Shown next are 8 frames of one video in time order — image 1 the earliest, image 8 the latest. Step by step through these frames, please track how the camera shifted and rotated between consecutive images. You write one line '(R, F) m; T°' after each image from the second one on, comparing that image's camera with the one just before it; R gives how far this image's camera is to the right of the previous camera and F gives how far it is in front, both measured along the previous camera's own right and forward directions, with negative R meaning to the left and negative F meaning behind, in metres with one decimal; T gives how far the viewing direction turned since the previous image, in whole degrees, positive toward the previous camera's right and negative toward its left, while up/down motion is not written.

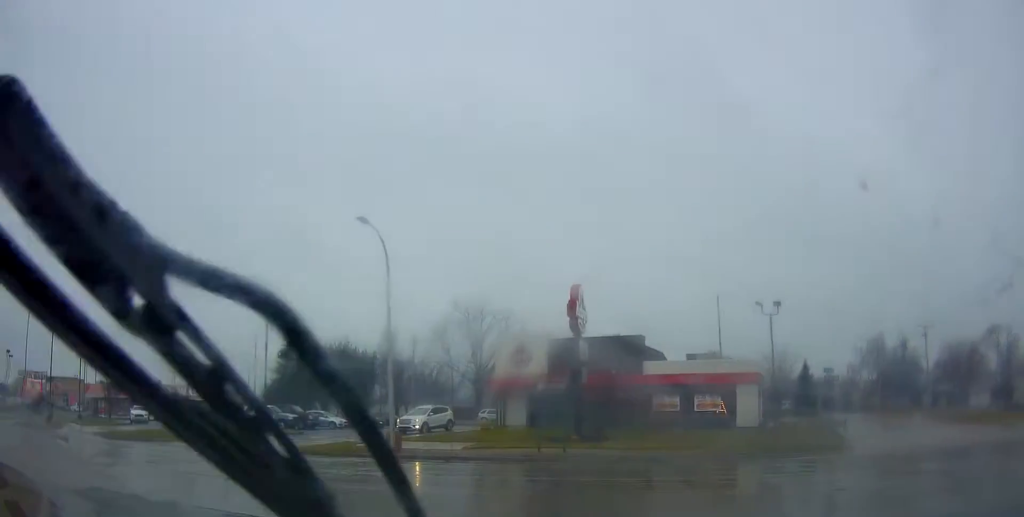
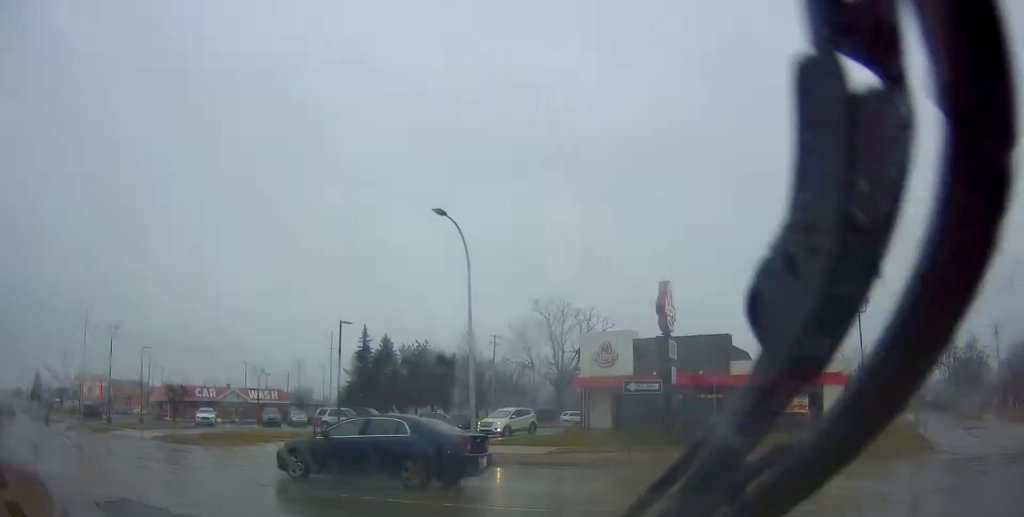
(+0.1, +1.5) m; -3°
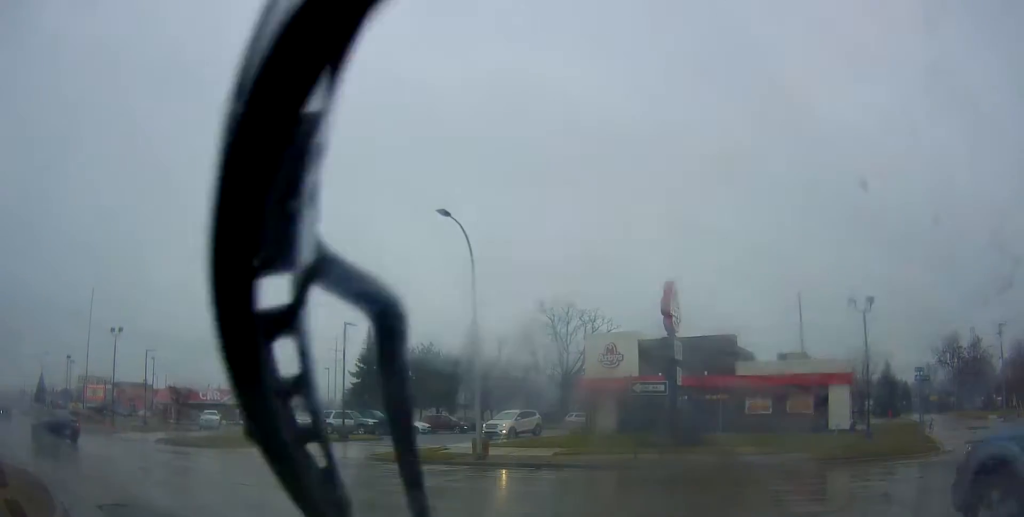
(0.0, +0.6) m; 0°
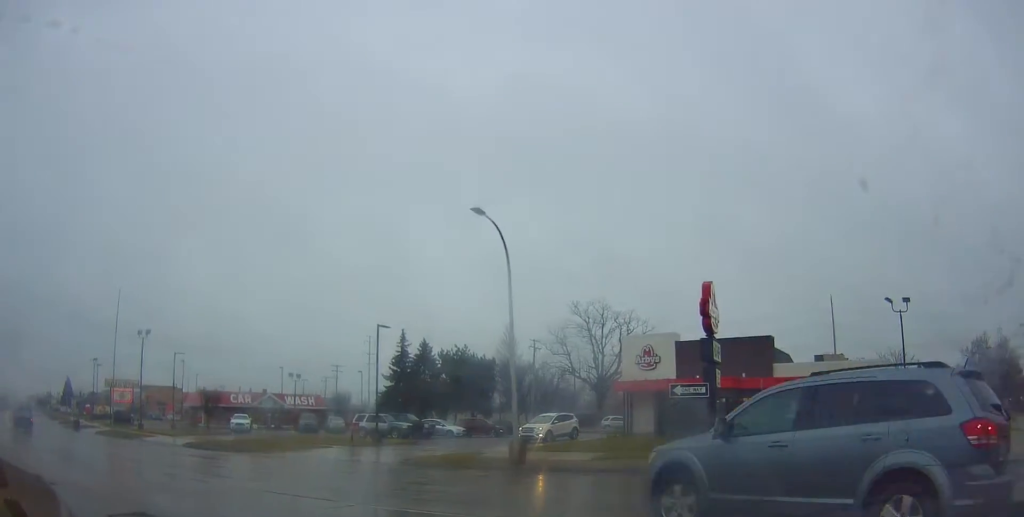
(0.0, +0.6) m; -2°
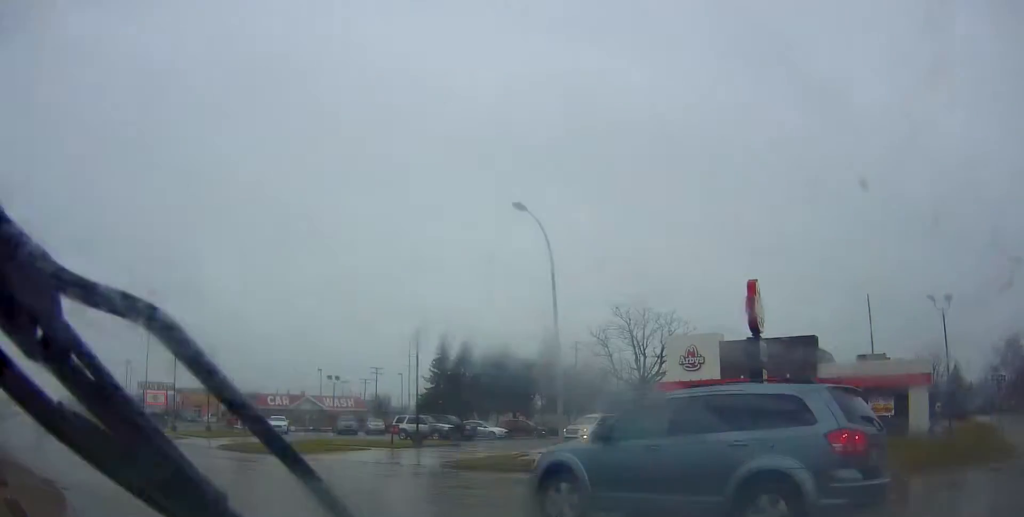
(0.0, +0.2) m; -3°
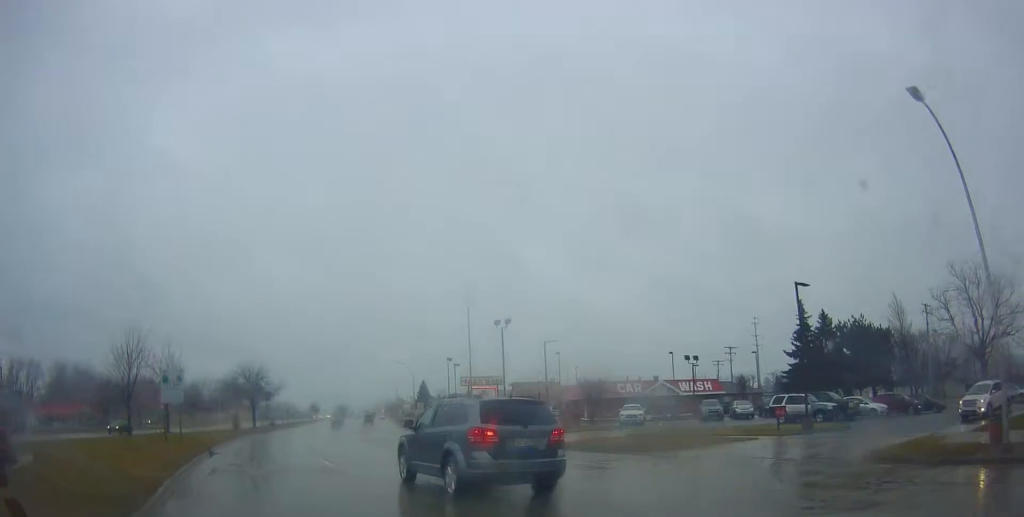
(-1.2, +4.1) m; -30°
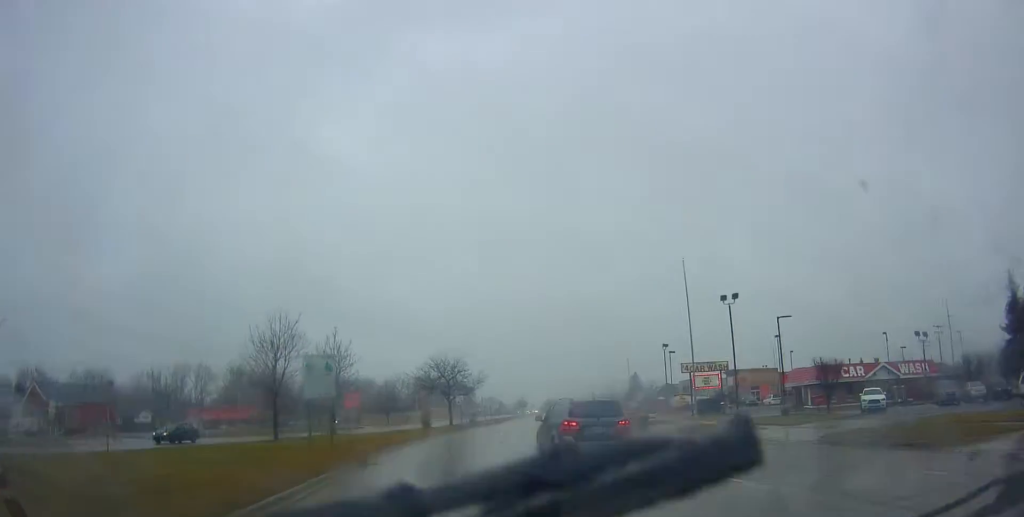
(-0.9, +6.0) m; -10°
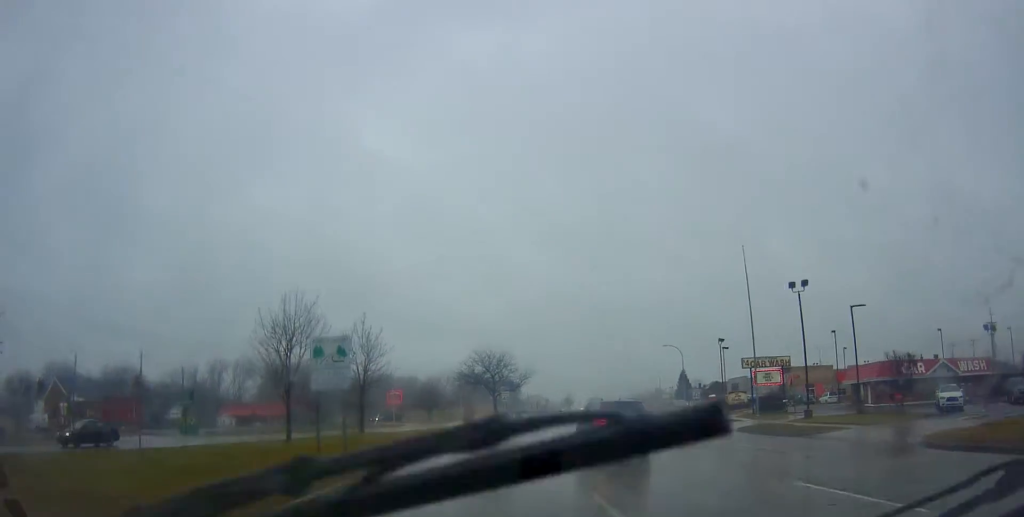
(-0.2, +4.0) m; -1°
